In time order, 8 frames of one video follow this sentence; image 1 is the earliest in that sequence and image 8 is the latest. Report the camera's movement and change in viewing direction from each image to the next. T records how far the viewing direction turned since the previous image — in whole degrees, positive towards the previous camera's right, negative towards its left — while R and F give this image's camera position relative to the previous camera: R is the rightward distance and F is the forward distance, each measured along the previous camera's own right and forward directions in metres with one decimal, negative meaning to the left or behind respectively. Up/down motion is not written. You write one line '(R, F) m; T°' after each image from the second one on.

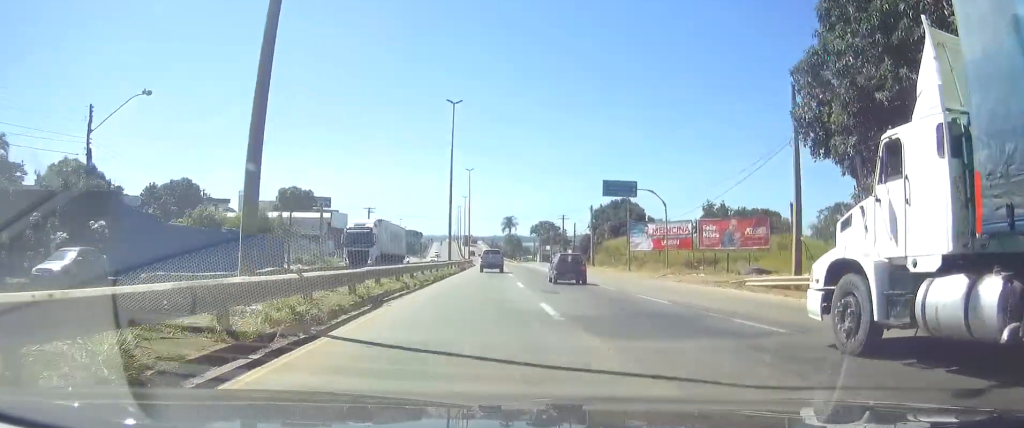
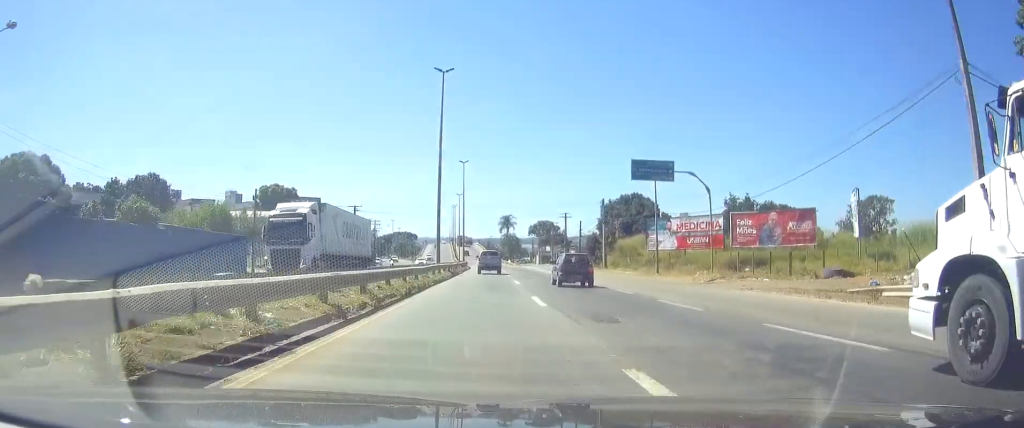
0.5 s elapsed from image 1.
(0.0, +10.9) m; 0°
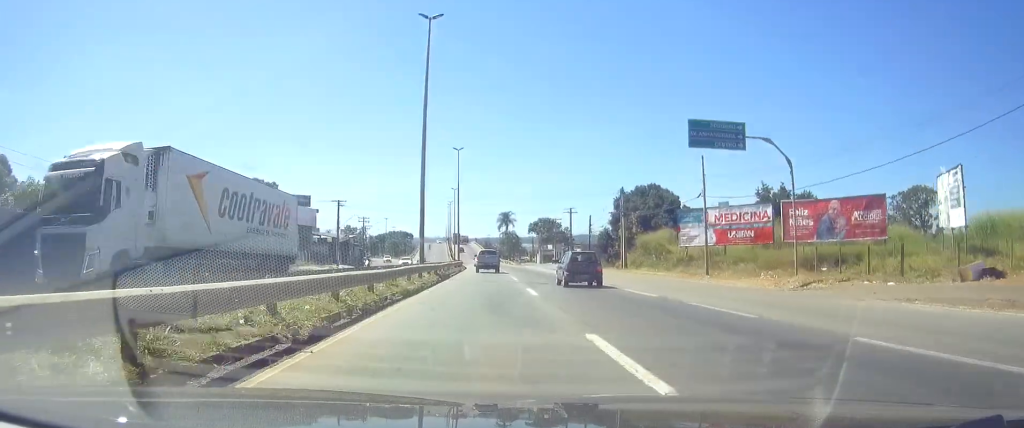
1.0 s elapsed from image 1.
(-0.1, +11.5) m; 0°
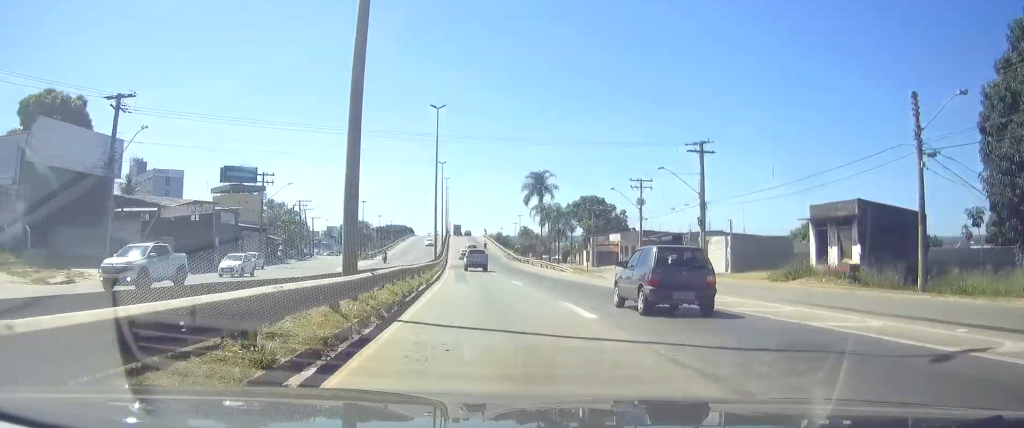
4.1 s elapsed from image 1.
(+0.8, +71.4) m; +2°
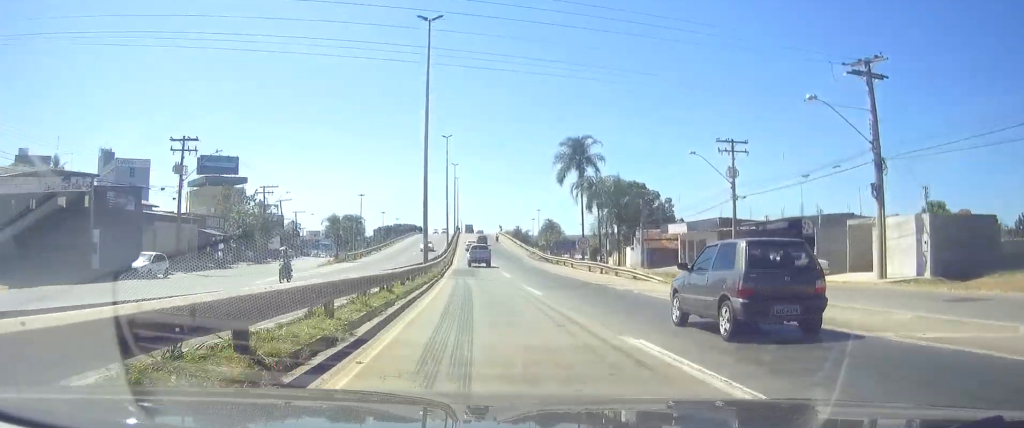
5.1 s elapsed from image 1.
(+0.2, +23.9) m; 0°
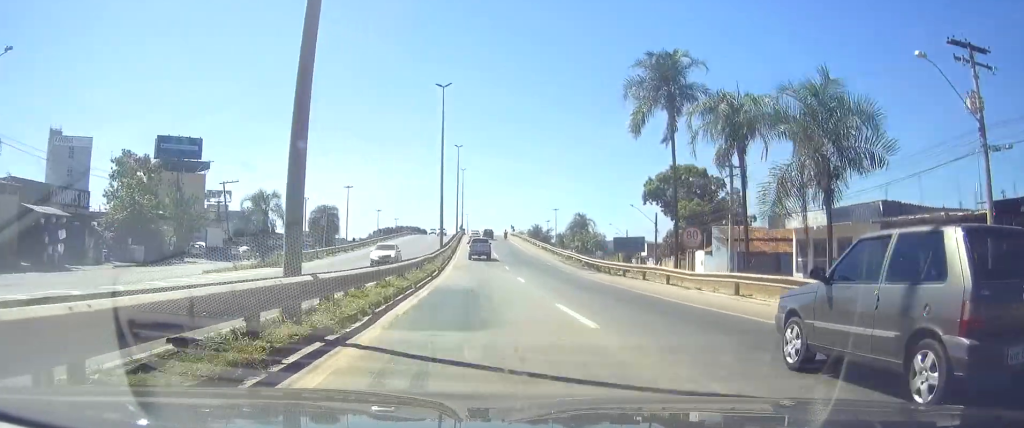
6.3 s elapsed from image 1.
(0.0, +27.0) m; 0°
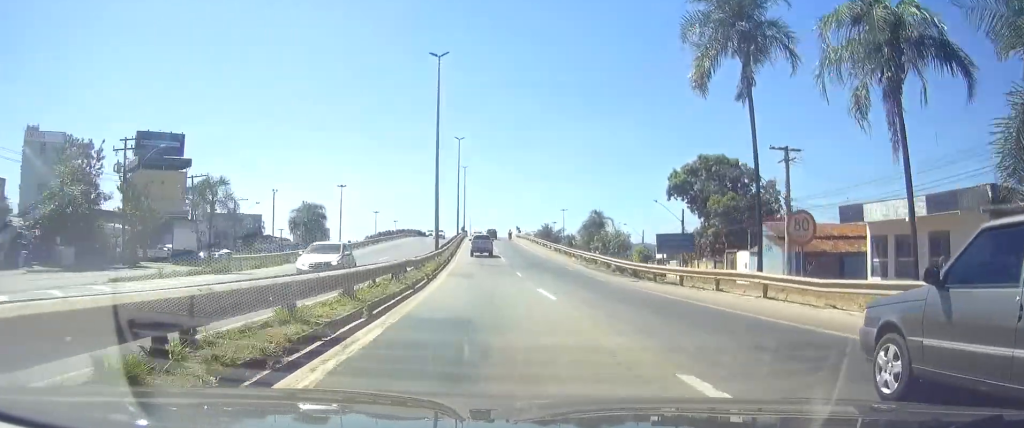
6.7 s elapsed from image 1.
(0.0, +10.1) m; 0°
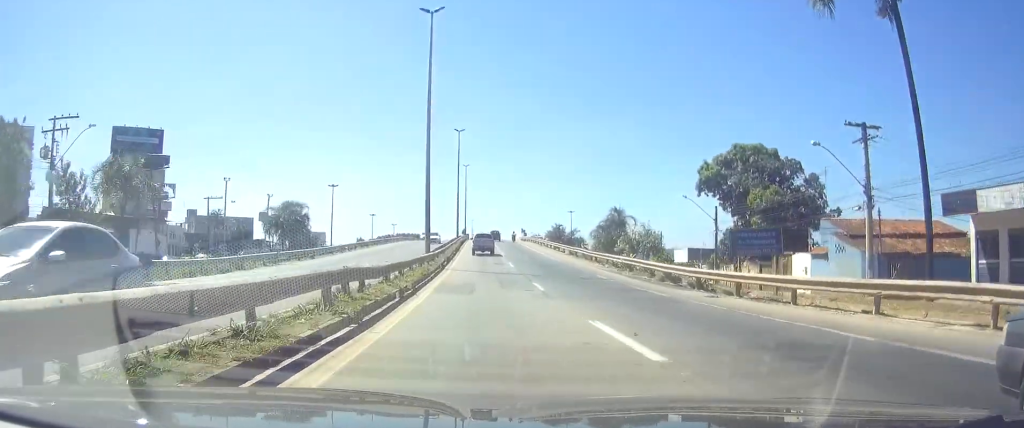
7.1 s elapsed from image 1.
(0.0, +10.2) m; 0°
